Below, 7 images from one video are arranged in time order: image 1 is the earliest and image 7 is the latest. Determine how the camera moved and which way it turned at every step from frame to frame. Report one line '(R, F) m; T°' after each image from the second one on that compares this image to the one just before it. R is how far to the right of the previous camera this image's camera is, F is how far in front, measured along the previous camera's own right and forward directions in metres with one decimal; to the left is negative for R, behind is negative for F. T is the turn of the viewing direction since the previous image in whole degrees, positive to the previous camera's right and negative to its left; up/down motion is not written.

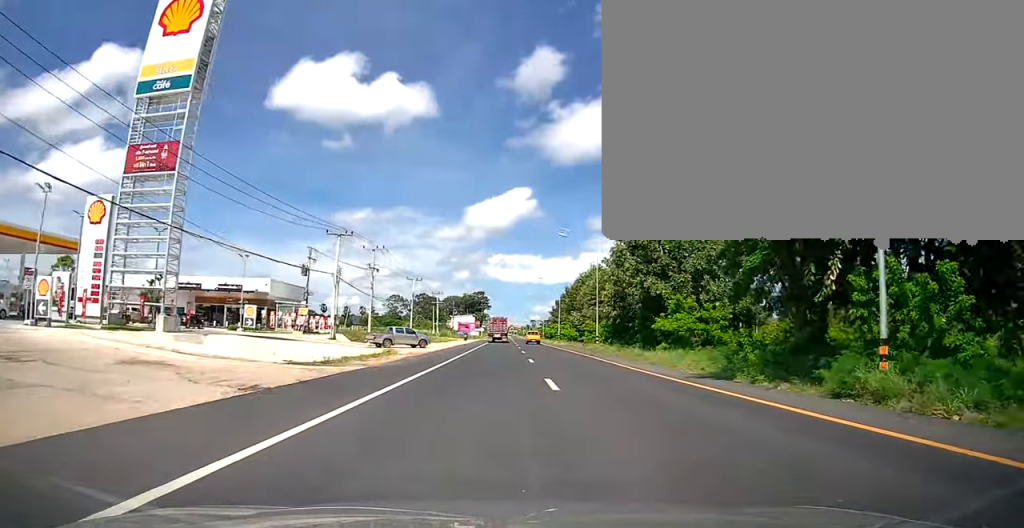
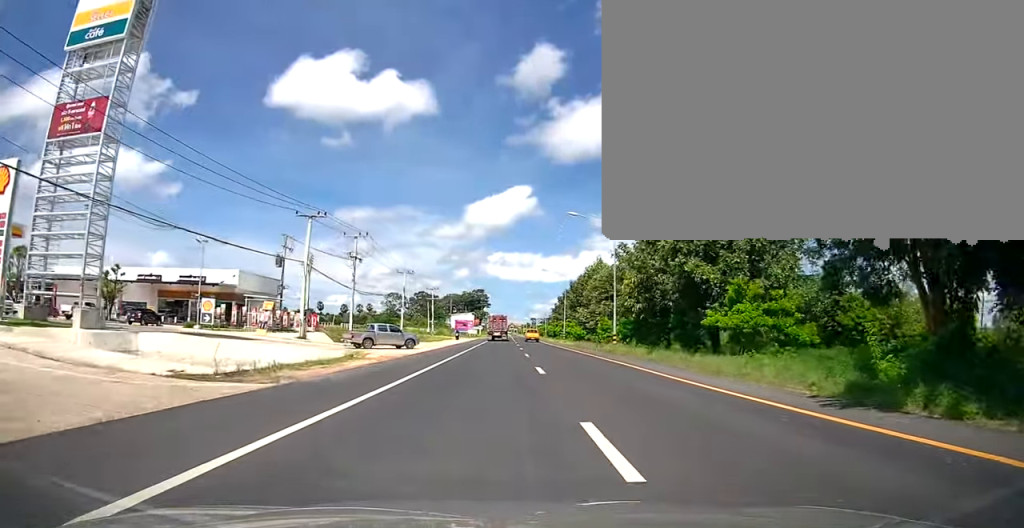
(-0.1, +7.6) m; 0°
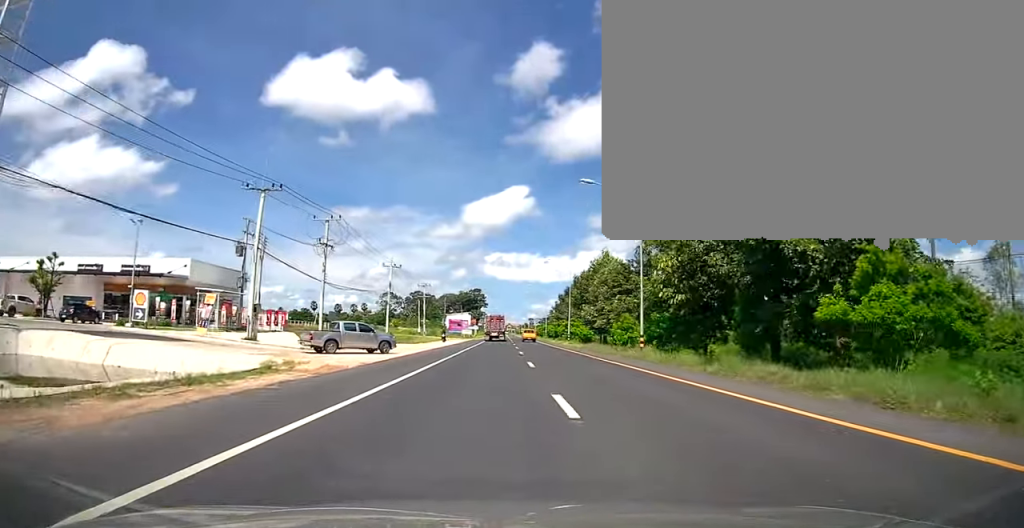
(-0.1, +8.4) m; +1°
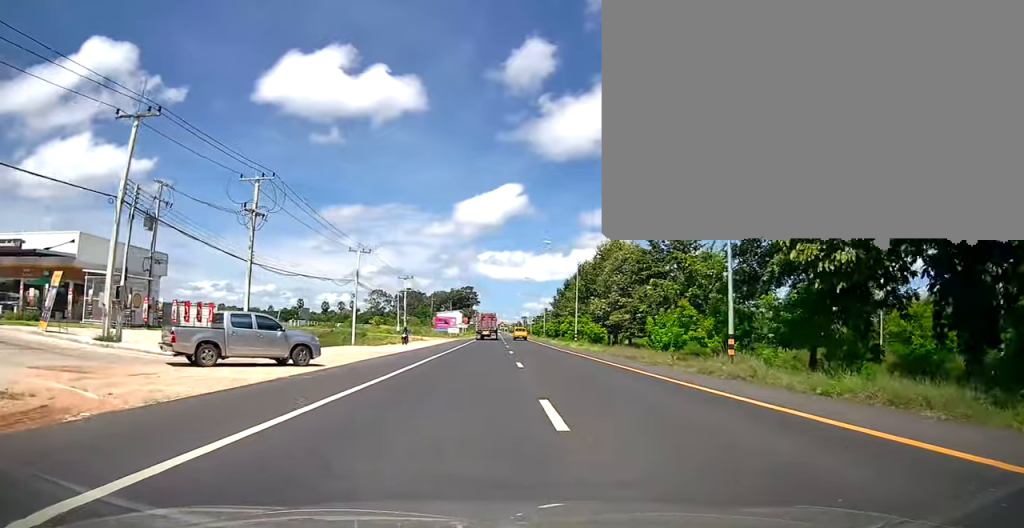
(+0.3, +12.9) m; +1°
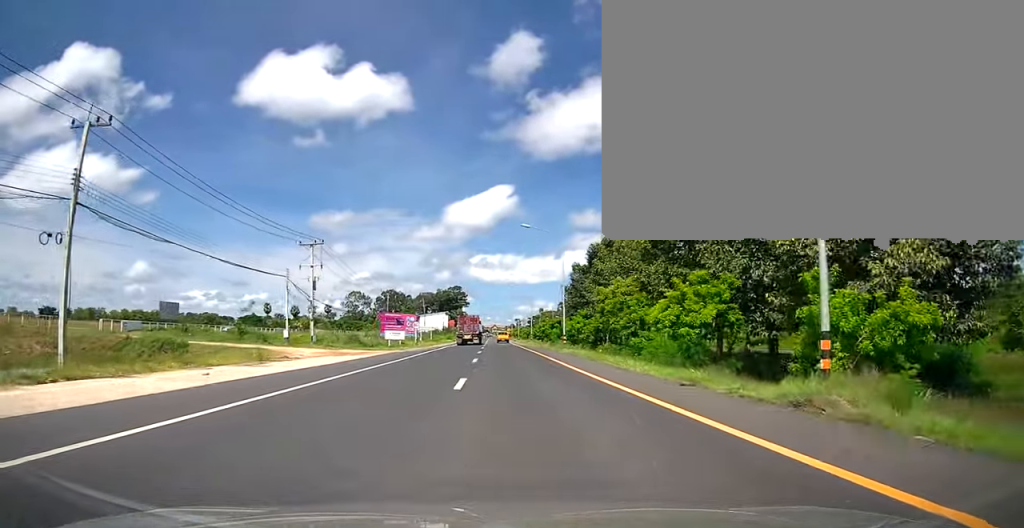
(+0.2, +42.3) m; +1°
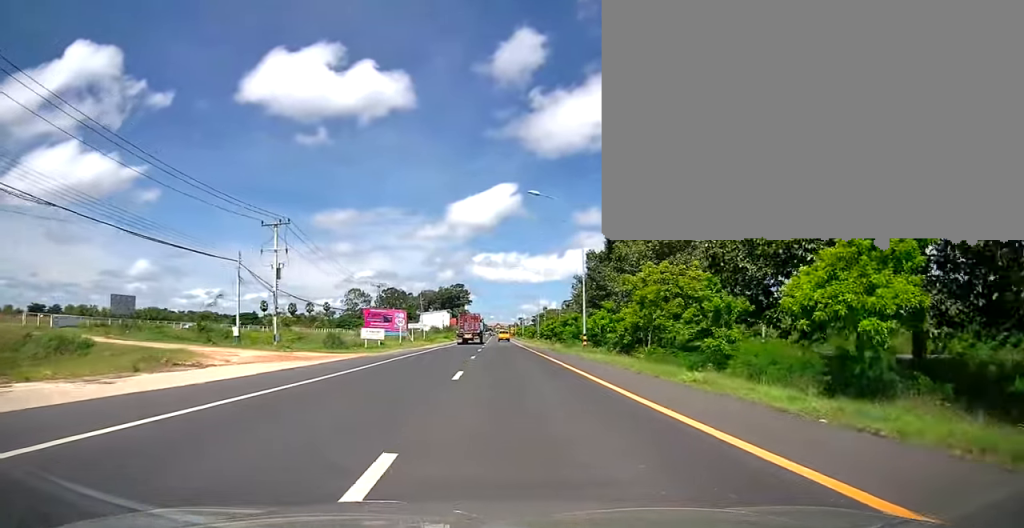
(+0.1, +9.7) m; 0°
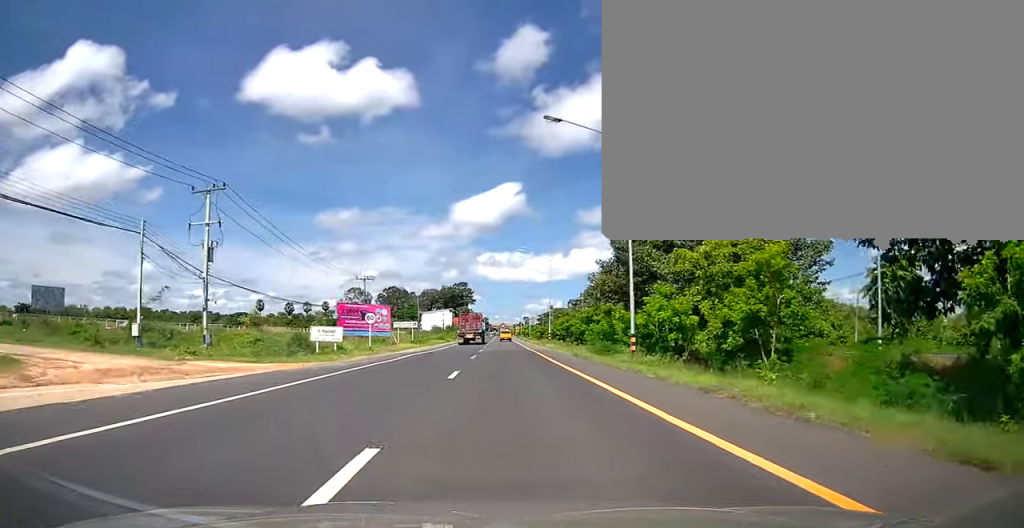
(-0.1, +11.8) m; -1°
